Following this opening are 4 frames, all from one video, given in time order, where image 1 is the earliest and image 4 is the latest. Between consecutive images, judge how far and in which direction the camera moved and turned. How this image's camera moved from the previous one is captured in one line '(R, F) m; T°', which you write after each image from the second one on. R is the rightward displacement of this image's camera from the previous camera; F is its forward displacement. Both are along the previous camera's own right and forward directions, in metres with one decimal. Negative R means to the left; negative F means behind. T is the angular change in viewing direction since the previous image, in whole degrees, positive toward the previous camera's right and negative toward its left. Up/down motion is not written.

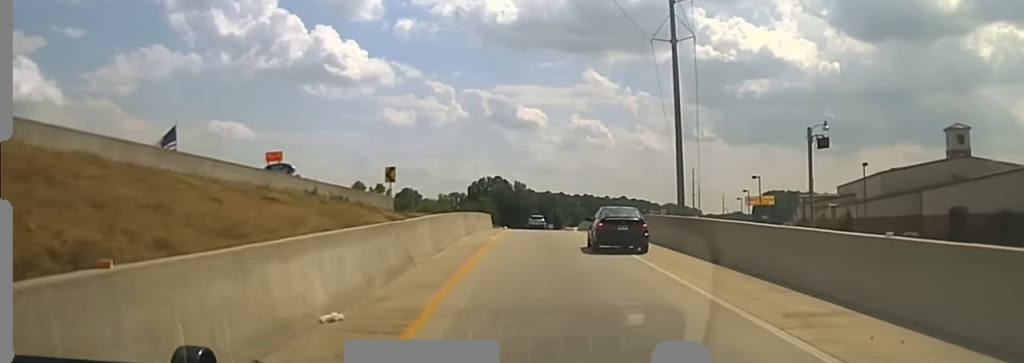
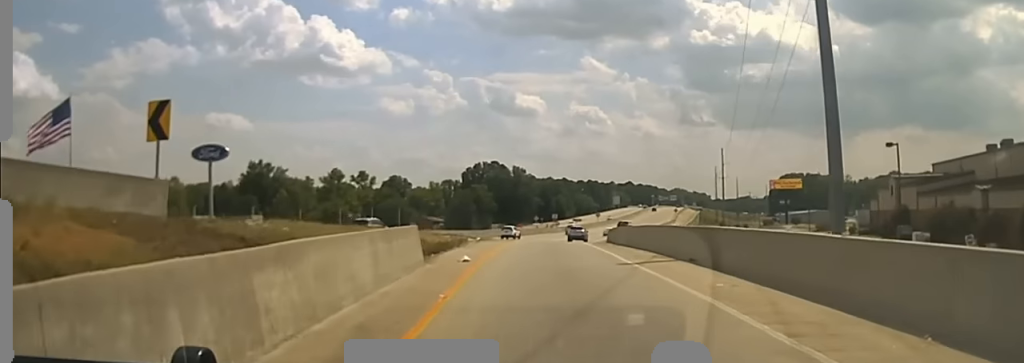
(-5.0, +38.2) m; -9°
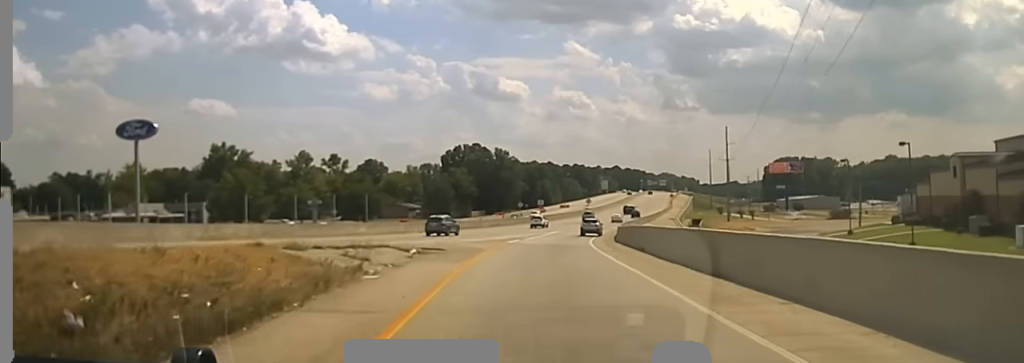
(+0.1, +22.0) m; +1°
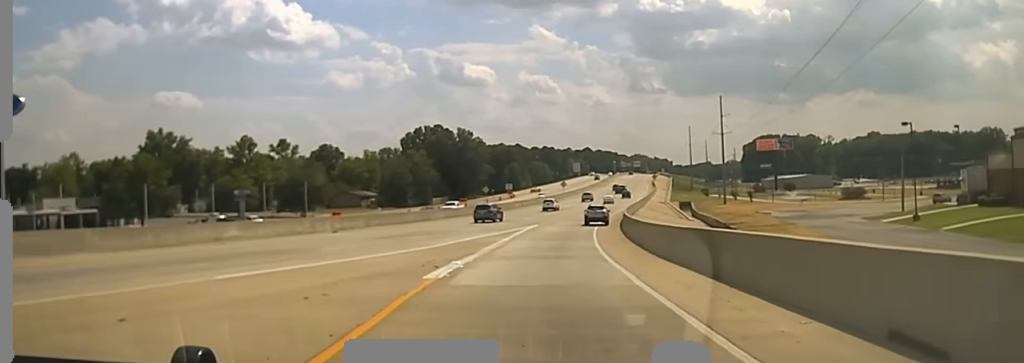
(+0.2, +26.8) m; +1°
